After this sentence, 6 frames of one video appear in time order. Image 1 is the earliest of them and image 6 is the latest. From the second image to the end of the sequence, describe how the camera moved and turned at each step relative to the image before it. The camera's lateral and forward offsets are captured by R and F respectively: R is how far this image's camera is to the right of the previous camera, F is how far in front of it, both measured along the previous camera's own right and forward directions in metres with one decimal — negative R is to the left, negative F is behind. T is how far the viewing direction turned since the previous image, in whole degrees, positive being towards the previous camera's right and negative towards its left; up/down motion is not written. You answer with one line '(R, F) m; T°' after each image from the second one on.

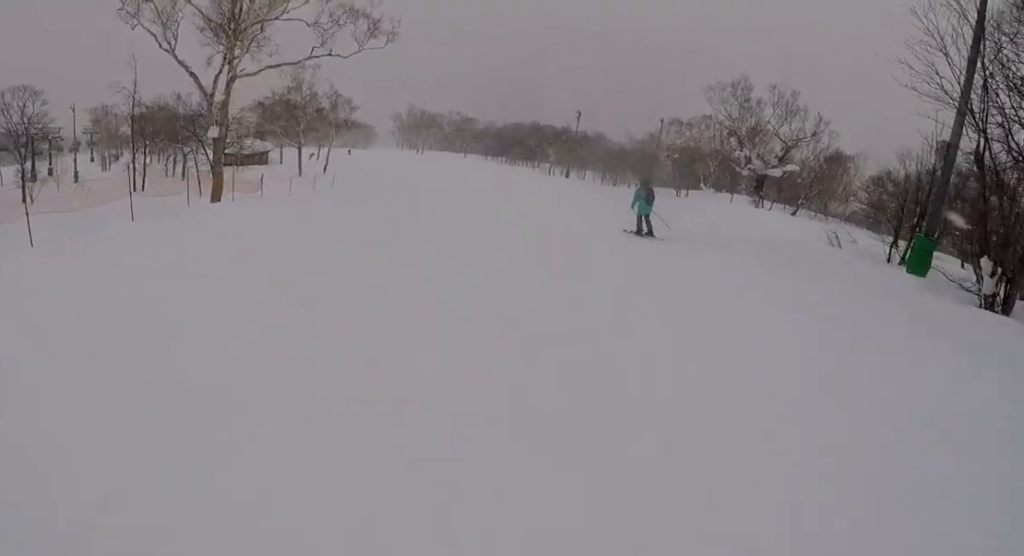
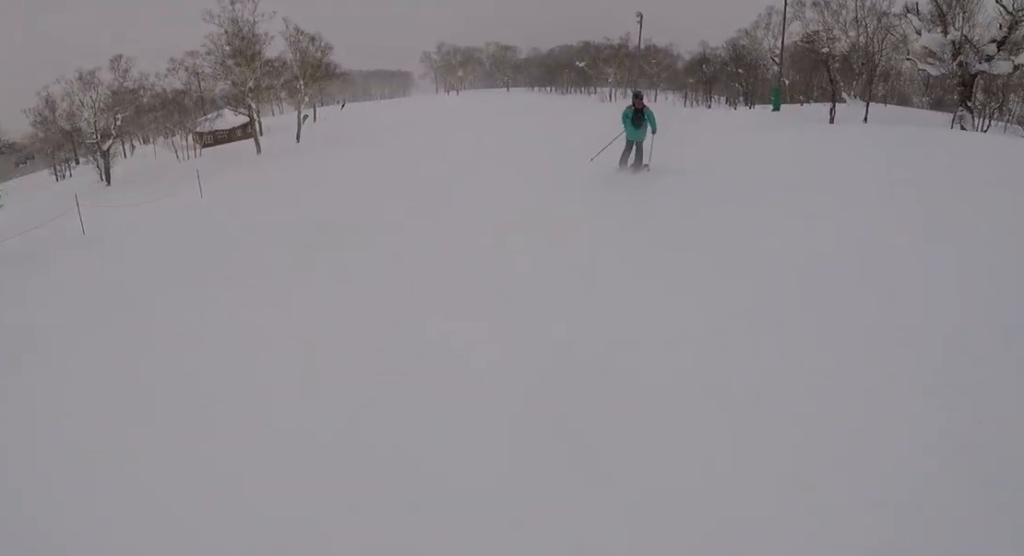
(-0.6, +27.7) m; +7°
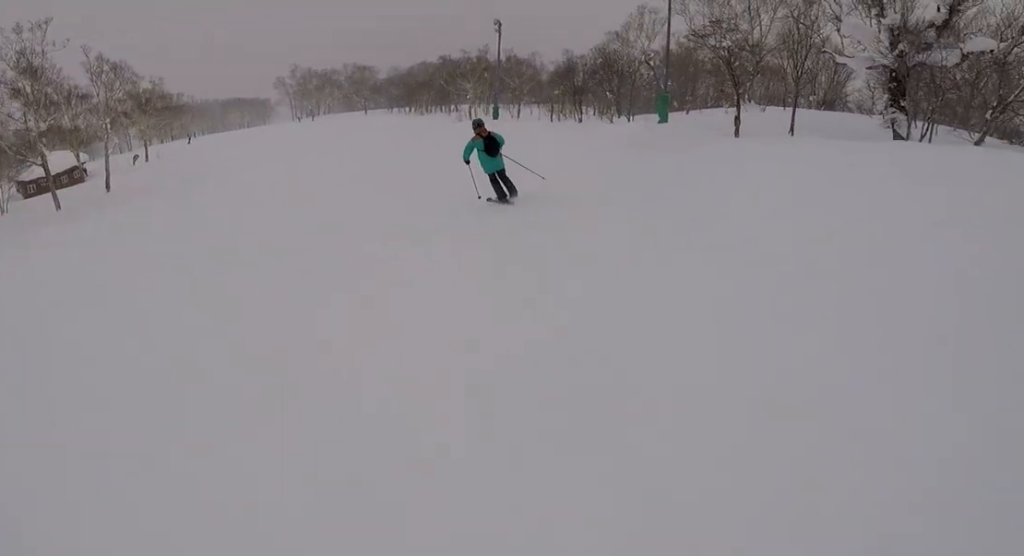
(+0.3, +10.0) m; -3°
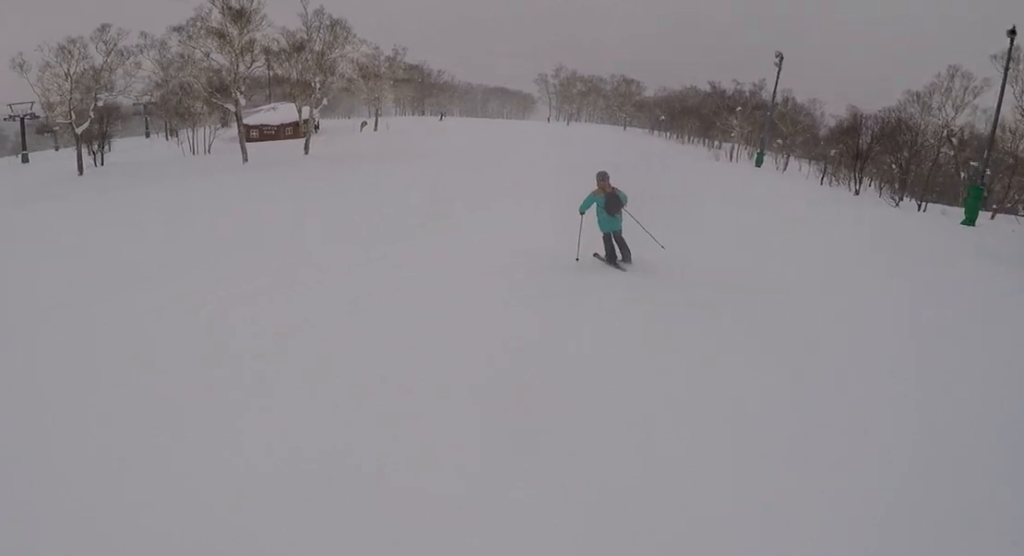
(+0.1, +8.2) m; -10°
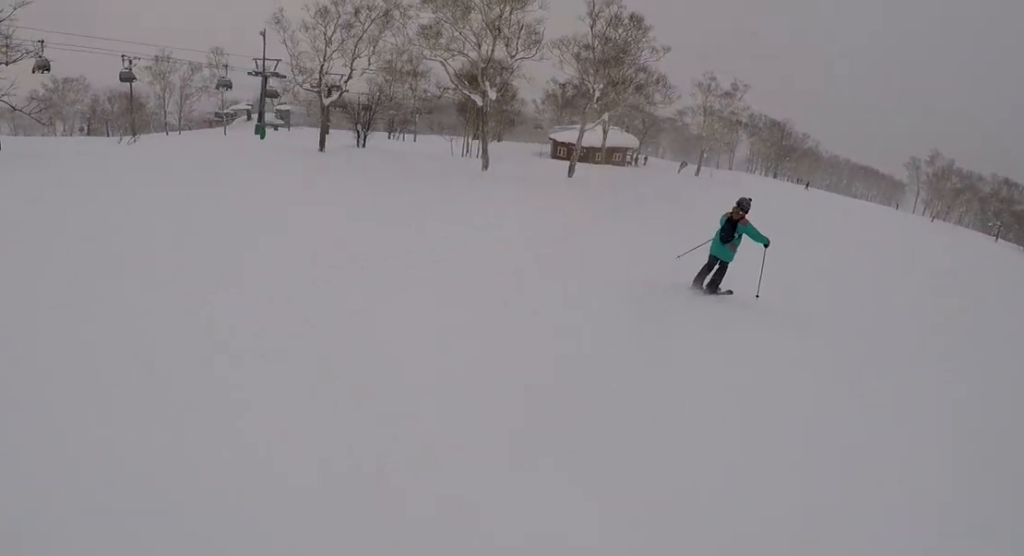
(-2.5, +13.3) m; -11°
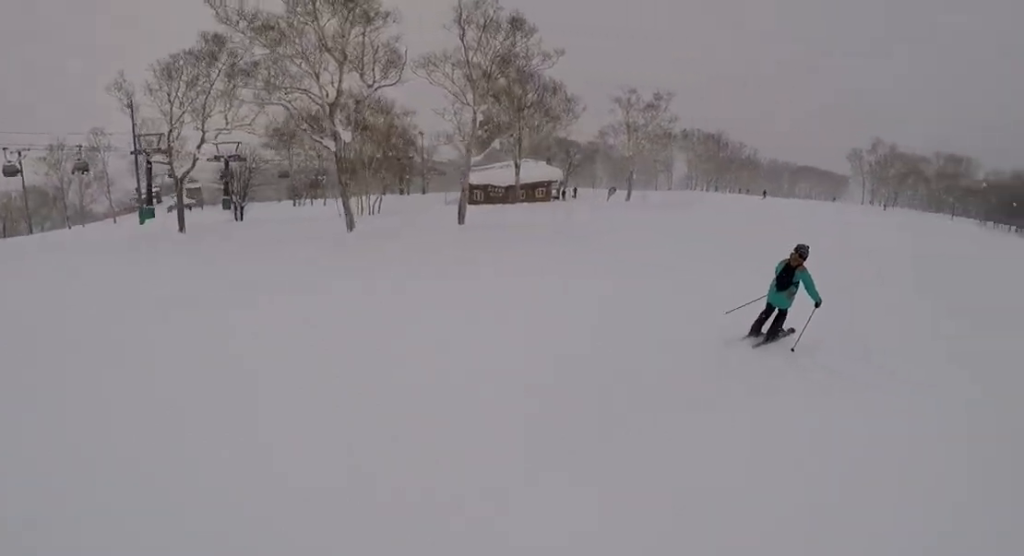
(0.0, +9.3) m; +1°
